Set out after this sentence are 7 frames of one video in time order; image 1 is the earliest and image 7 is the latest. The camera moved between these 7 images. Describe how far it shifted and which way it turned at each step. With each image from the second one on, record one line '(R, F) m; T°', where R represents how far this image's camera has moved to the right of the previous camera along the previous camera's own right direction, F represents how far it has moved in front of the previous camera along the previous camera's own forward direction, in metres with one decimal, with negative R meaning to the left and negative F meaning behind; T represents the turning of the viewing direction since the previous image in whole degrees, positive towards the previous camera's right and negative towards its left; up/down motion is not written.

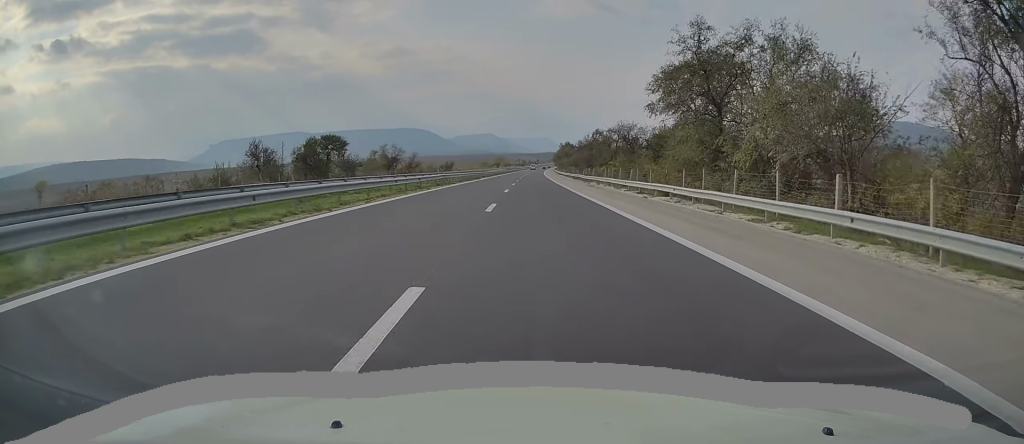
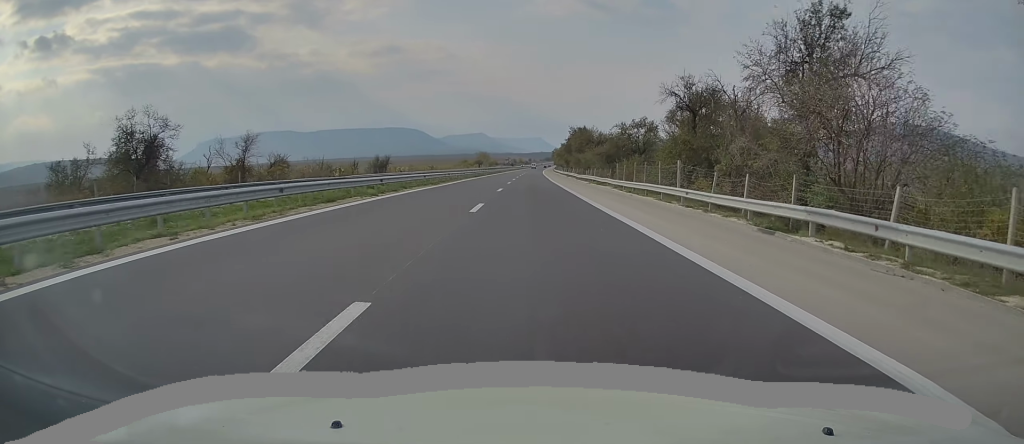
(+1.1, +79.6) m; +1°
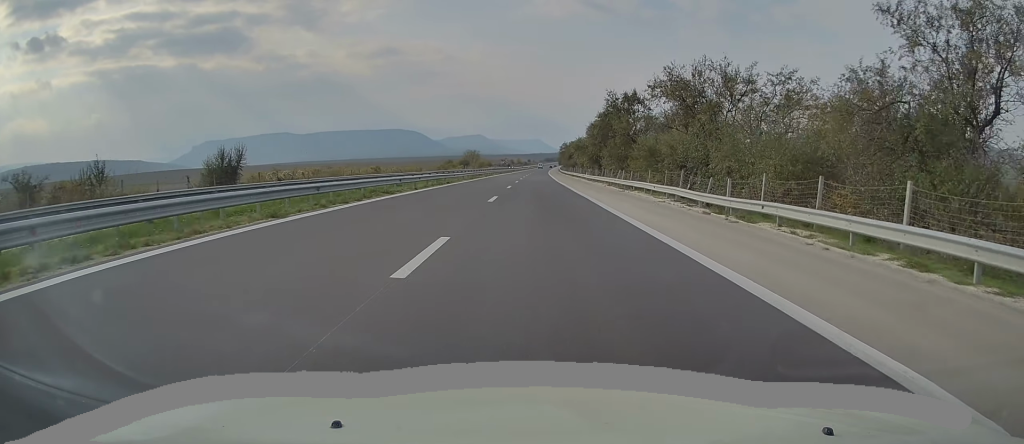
(0.0, +57.6) m; +1°
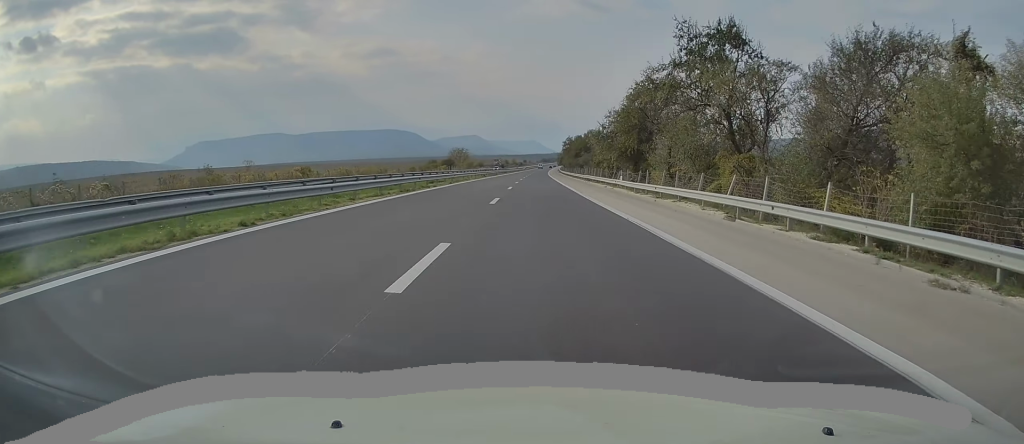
(+0.5, +32.2) m; 0°
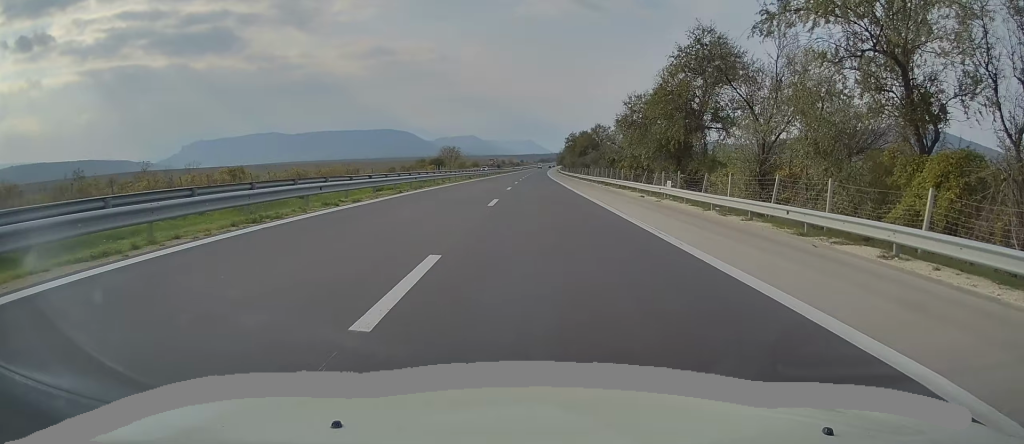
(-0.3, +17.1) m; 0°
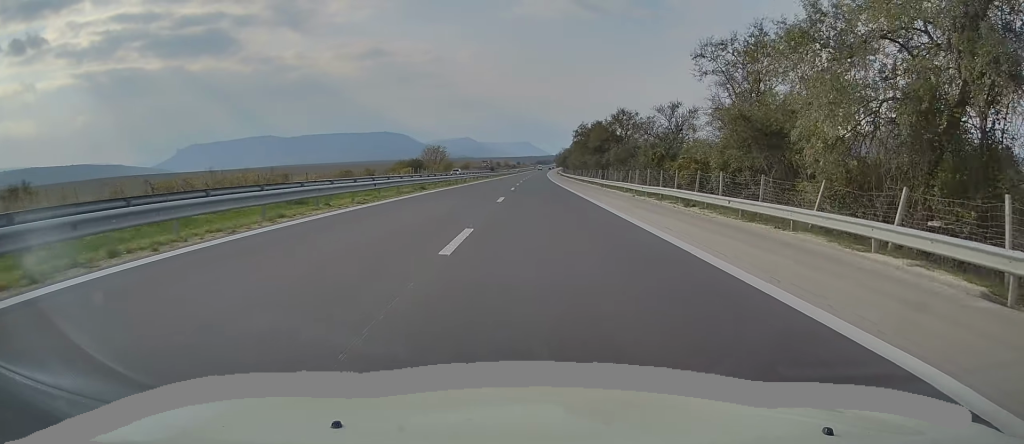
(0.0, +27.1) m; 0°
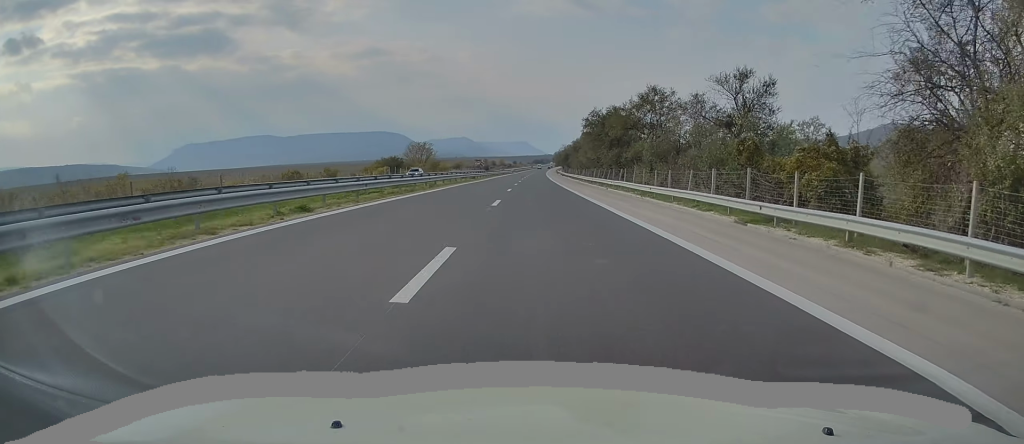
(+0.2, +19.0) m; 0°
